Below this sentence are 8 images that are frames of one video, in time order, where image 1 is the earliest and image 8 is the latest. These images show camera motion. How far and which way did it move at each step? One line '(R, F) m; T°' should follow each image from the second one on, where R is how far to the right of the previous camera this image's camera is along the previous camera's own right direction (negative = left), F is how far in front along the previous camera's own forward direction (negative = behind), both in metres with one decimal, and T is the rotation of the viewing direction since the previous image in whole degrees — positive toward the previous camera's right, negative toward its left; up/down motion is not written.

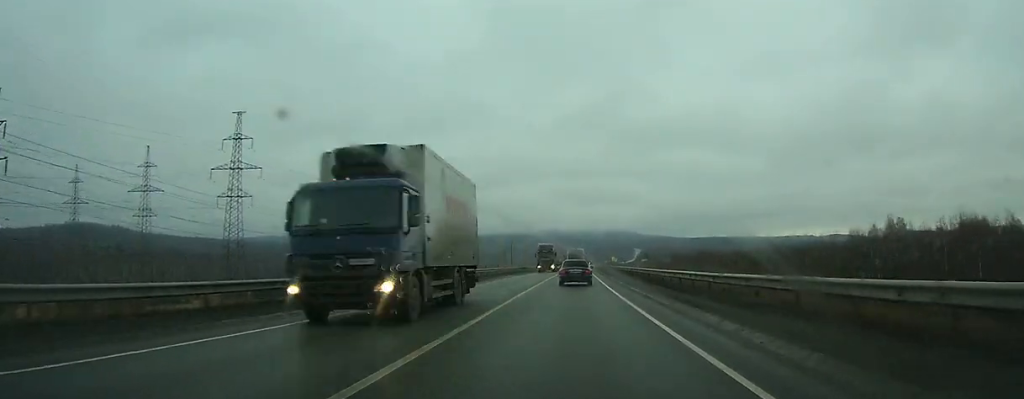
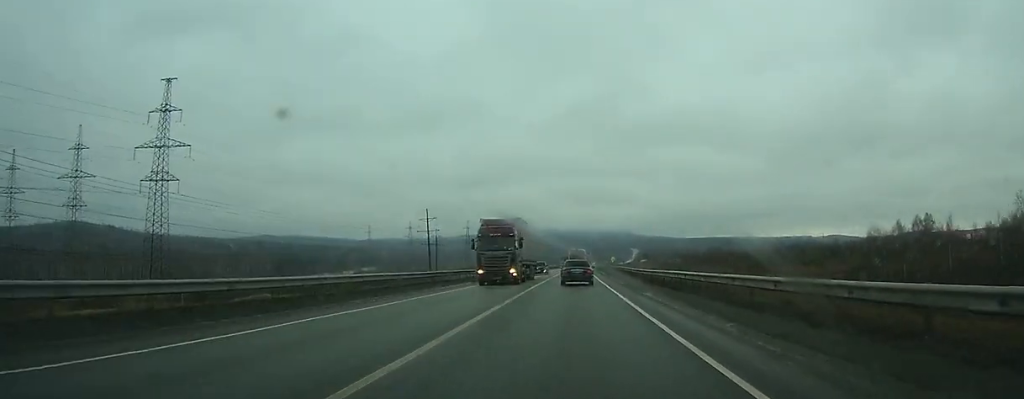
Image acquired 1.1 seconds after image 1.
(+0.1, +26.0) m; 0°
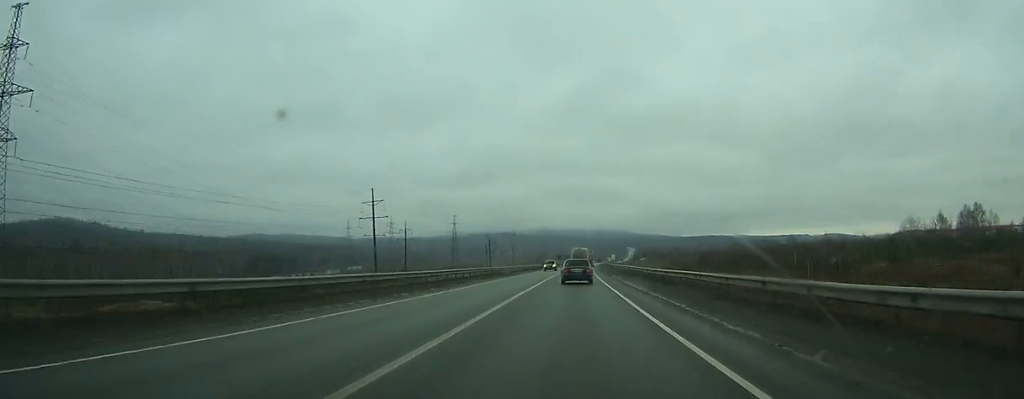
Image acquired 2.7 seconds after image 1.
(+0.1, +36.8) m; +1°
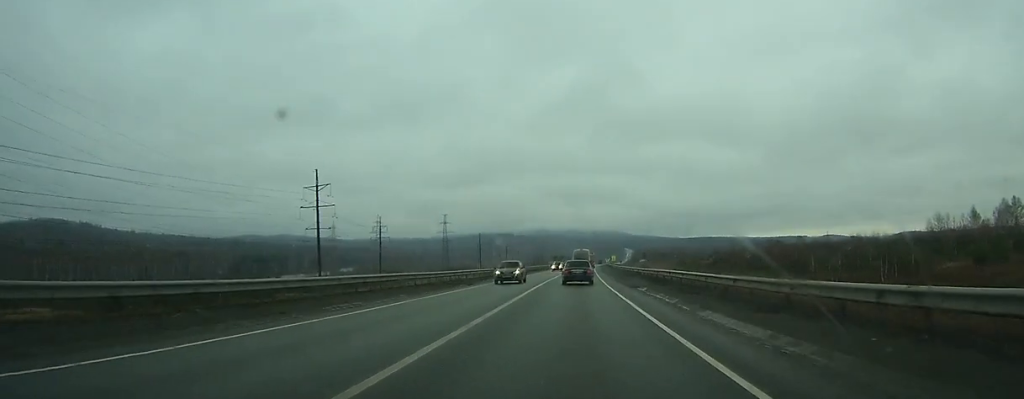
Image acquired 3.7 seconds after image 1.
(+0.1, +23.0) m; 0°
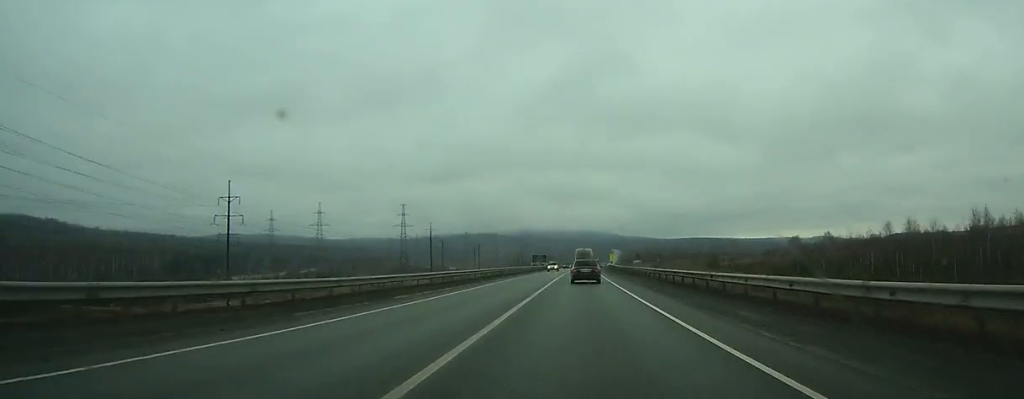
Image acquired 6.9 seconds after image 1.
(+0.6, +71.6) m; +1°
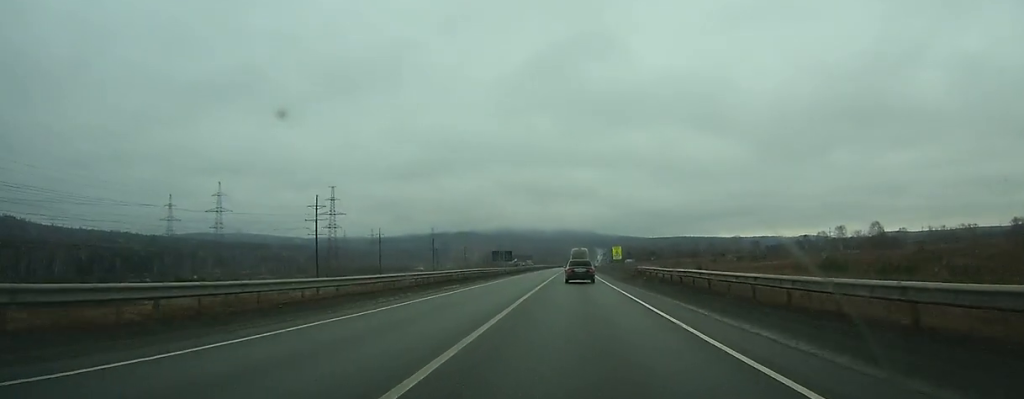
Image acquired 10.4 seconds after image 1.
(+0.9, +80.7) m; +2°
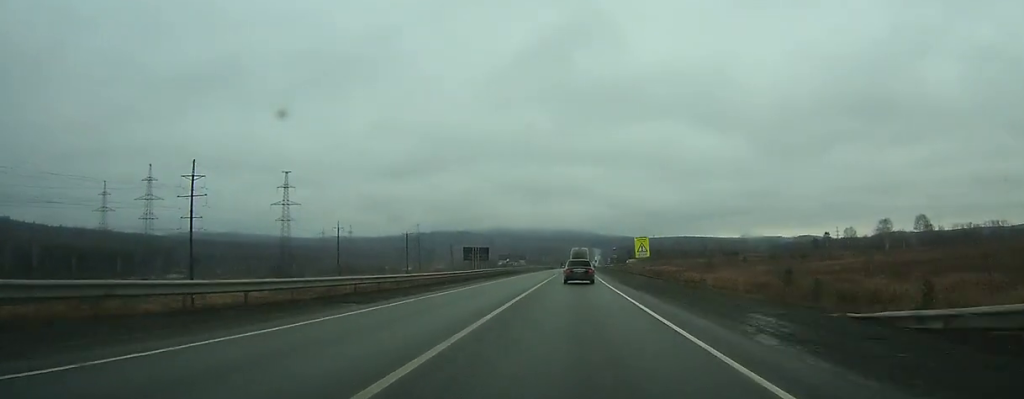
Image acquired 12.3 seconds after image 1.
(+0.3, +47.4) m; +1°
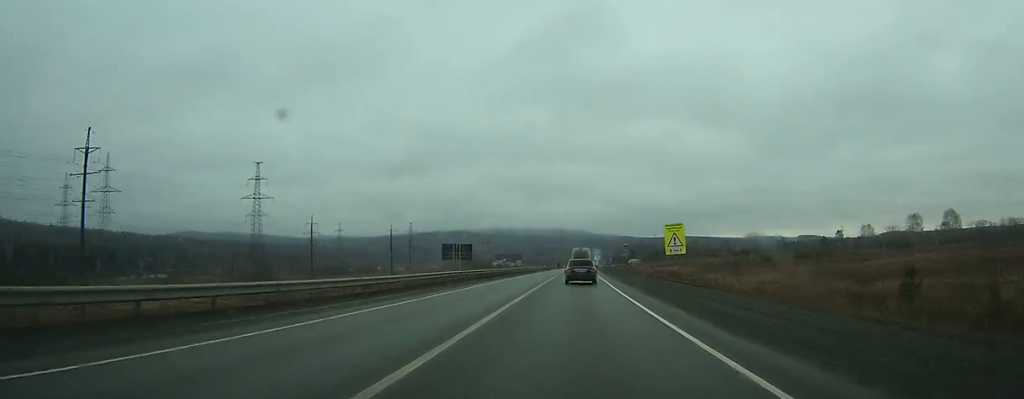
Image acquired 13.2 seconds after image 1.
(+0.2, +23.9) m; 0°
